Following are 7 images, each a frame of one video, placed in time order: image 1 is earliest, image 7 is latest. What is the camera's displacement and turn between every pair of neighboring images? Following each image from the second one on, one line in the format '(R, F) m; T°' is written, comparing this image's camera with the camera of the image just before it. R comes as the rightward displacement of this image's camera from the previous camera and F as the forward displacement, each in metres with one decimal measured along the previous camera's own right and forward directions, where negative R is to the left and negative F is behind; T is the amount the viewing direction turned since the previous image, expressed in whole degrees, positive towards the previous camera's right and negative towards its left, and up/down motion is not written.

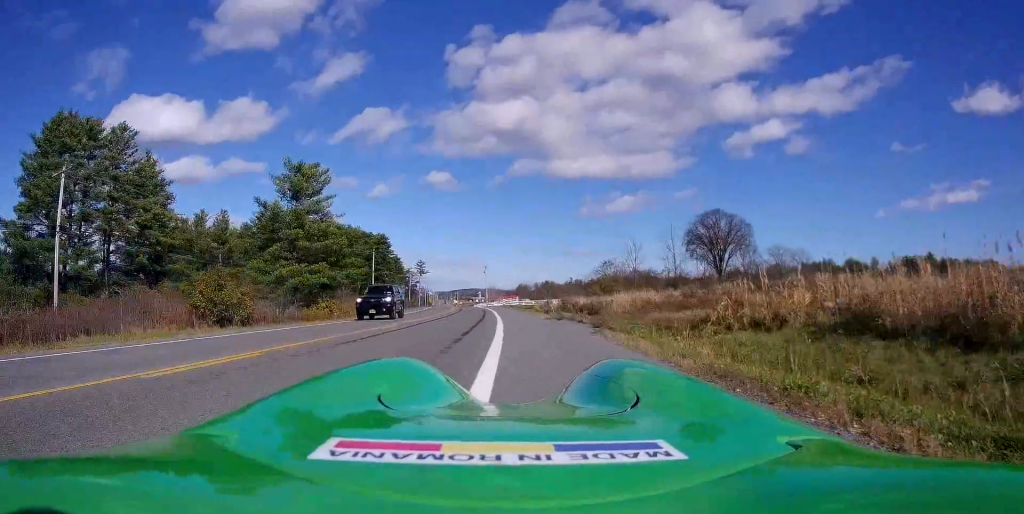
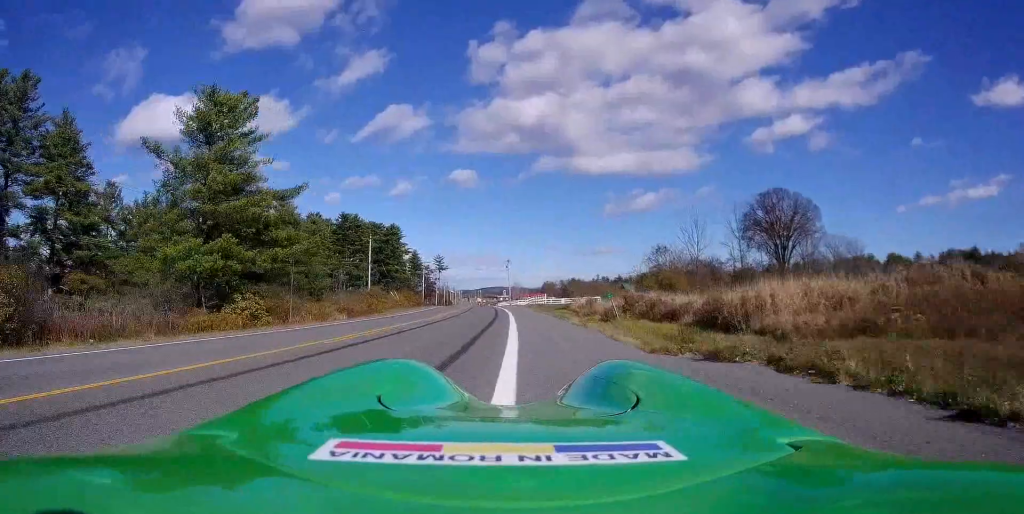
(-0.2, +17.5) m; -2°
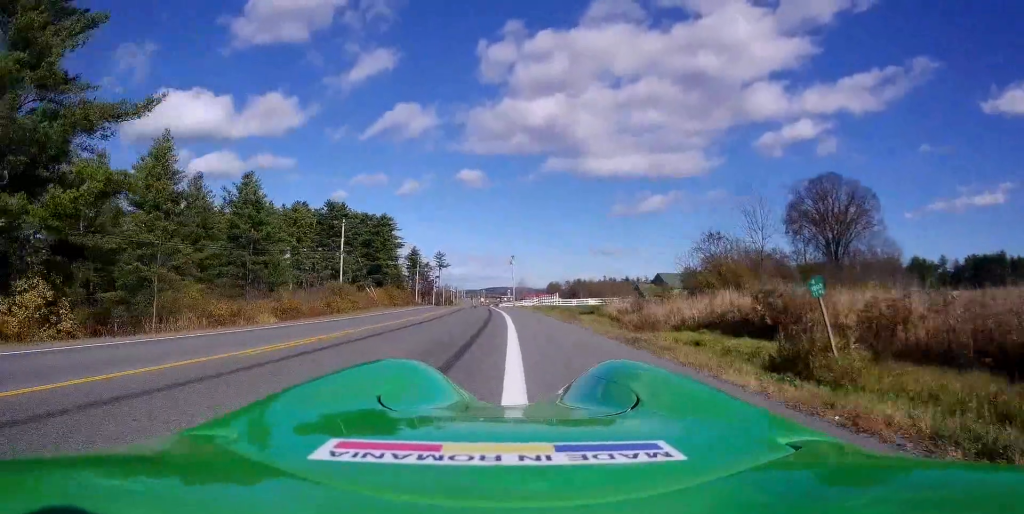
(-0.3, +15.8) m; -2°
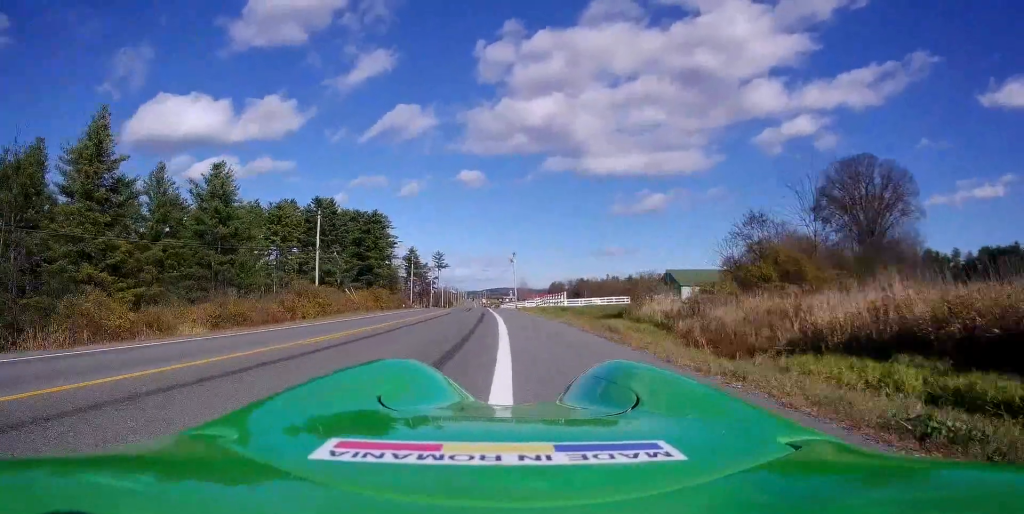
(-0.1, +8.6) m; -1°
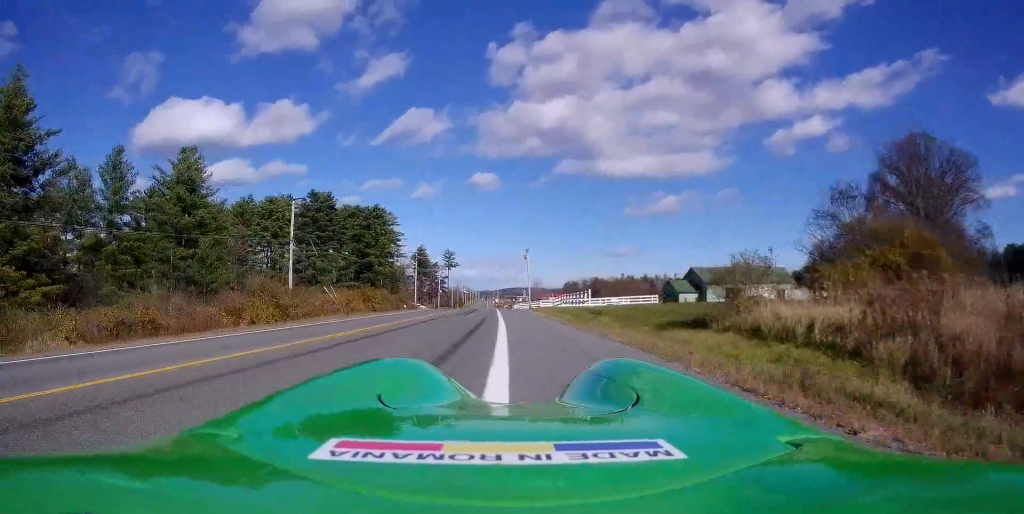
(0.0, +10.5) m; 0°
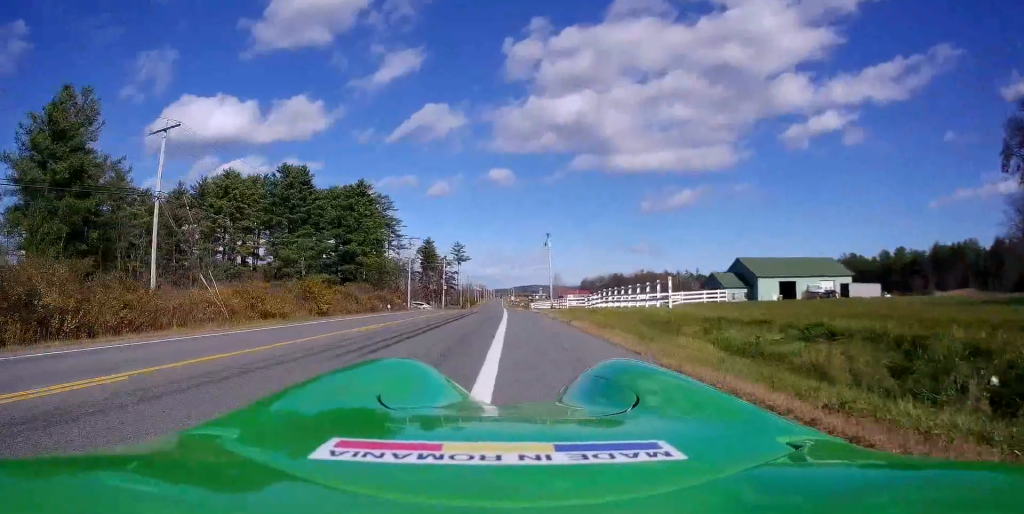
(-0.8, +22.4) m; -3°
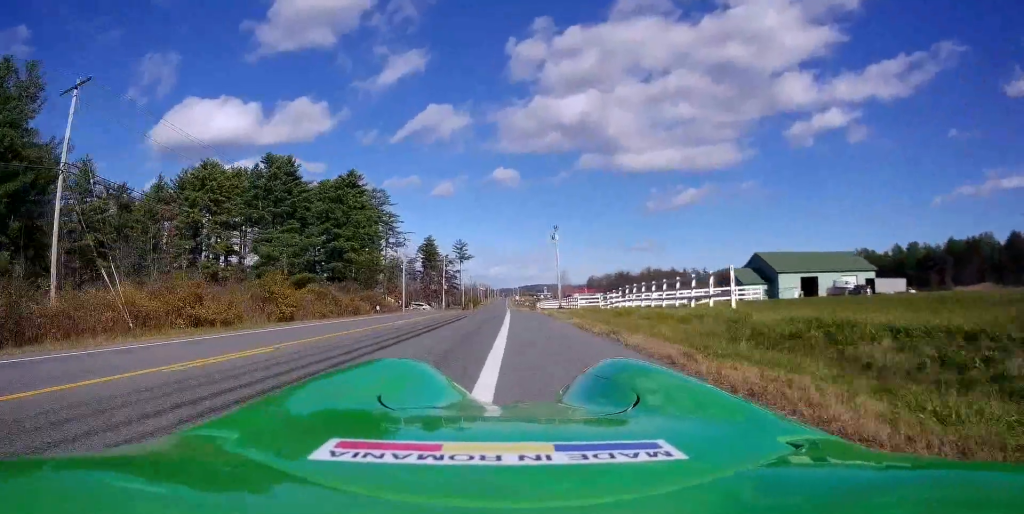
(-0.6, +8.1) m; +1°
